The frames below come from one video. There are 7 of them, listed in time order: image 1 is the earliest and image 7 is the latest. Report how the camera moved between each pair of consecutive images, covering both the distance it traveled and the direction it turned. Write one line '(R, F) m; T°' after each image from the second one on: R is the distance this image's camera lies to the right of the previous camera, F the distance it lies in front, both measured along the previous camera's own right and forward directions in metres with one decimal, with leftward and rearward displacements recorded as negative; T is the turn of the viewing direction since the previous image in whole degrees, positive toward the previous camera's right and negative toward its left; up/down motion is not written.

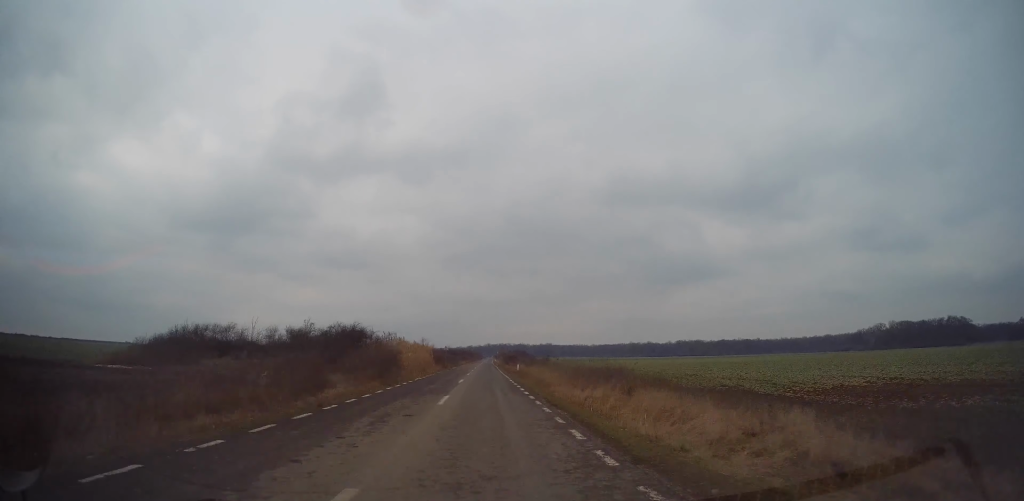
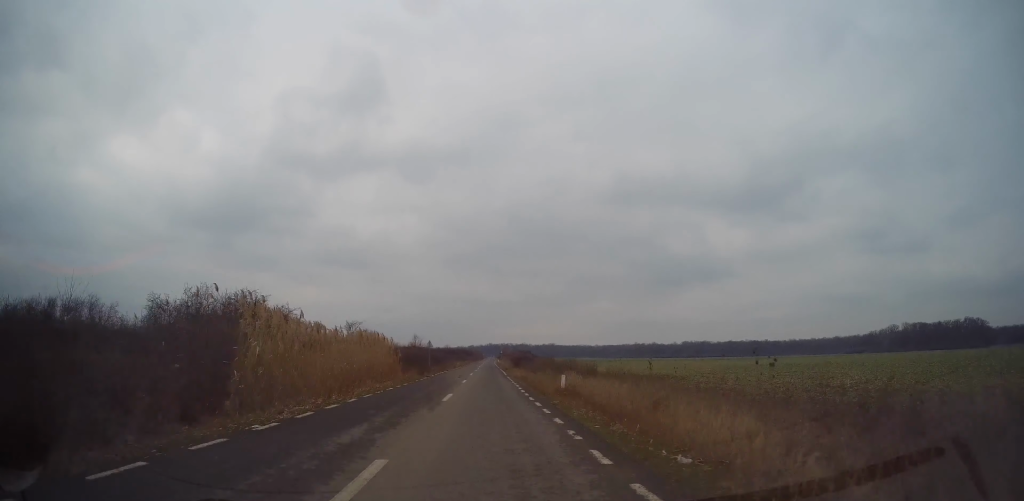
(+0.1, +22.4) m; -1°
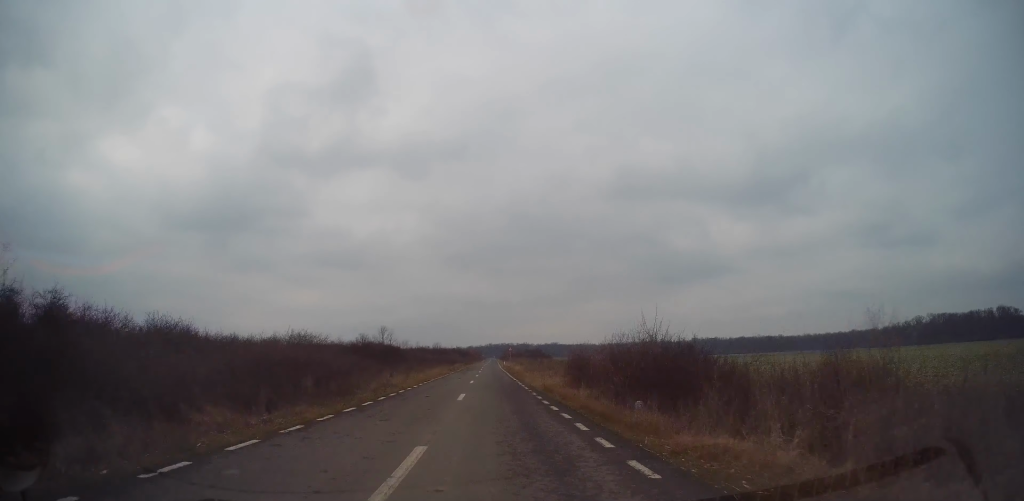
(-0.2, +46.0) m; +1°
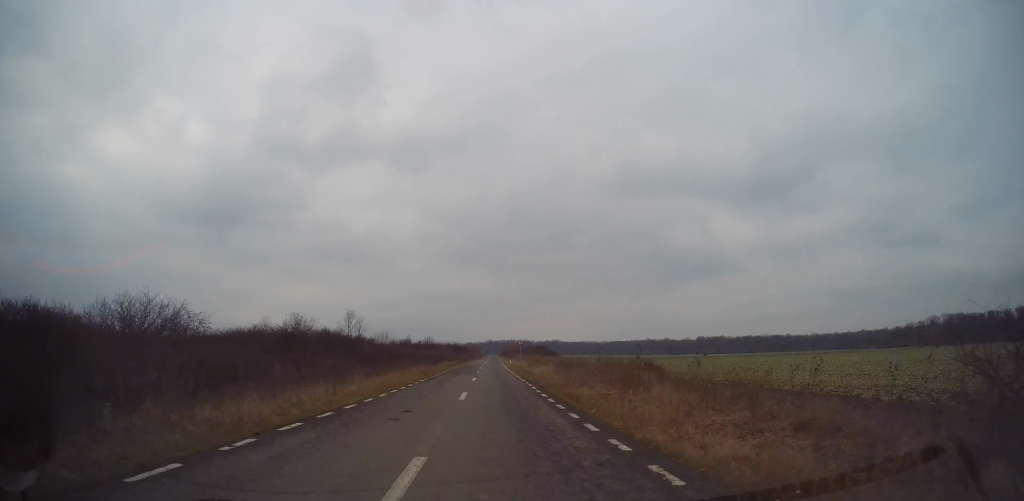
(+0.4, +24.8) m; +1°
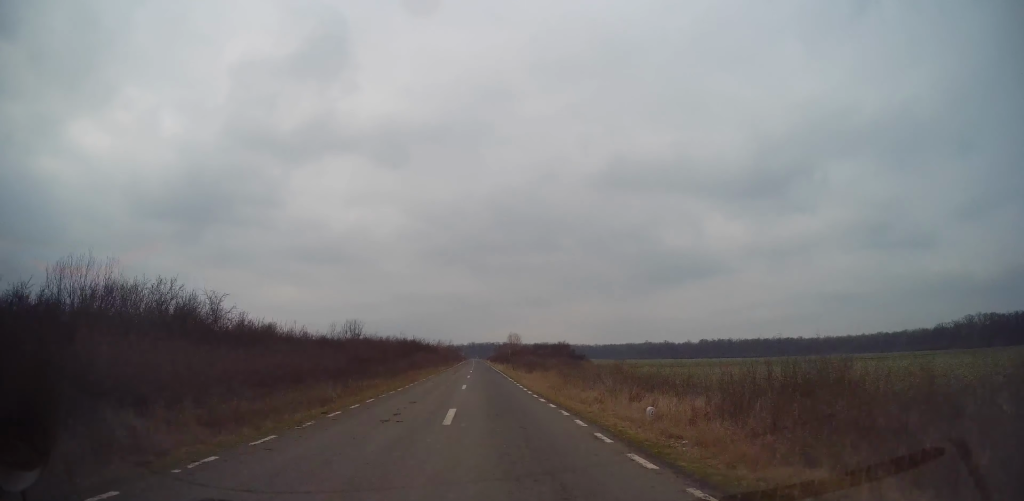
(-0.8, +75.8) m; 0°
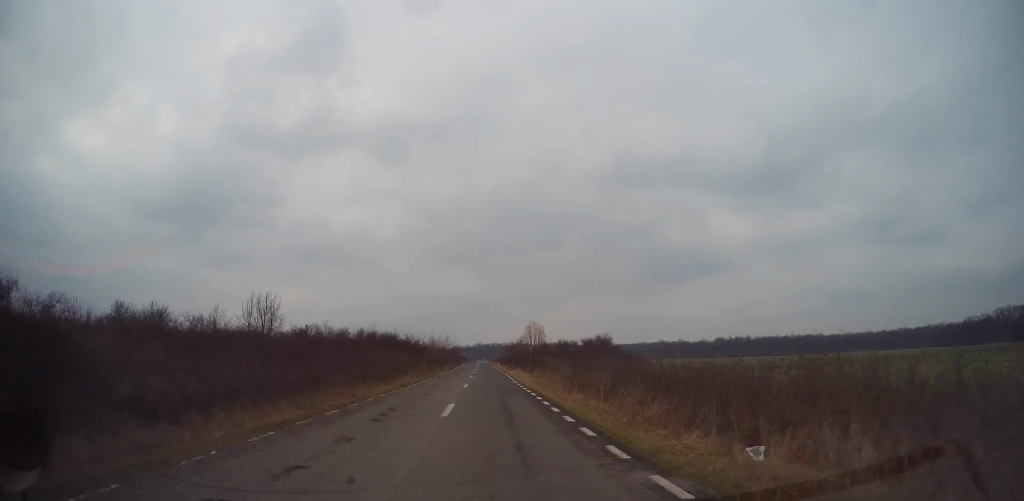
(+0.4, +33.7) m; 0°
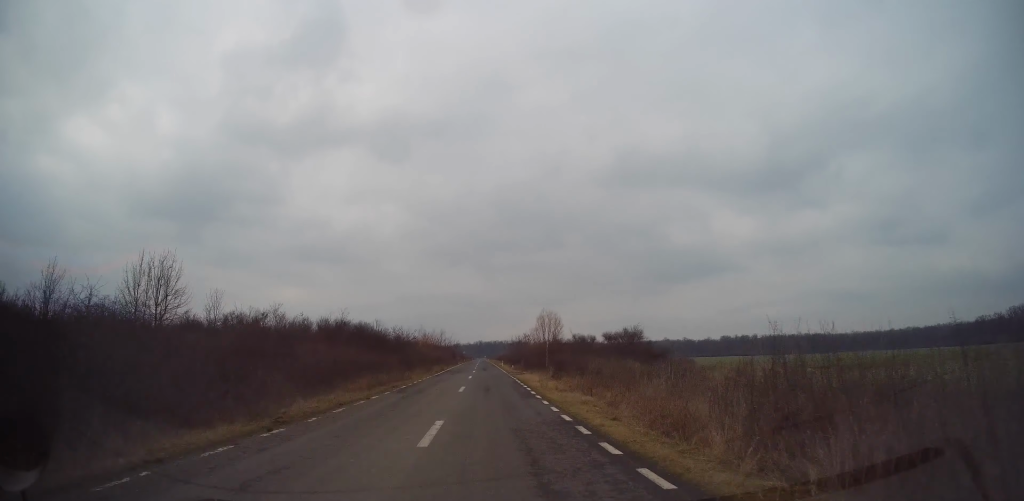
(0.0, +15.9) m; 0°
